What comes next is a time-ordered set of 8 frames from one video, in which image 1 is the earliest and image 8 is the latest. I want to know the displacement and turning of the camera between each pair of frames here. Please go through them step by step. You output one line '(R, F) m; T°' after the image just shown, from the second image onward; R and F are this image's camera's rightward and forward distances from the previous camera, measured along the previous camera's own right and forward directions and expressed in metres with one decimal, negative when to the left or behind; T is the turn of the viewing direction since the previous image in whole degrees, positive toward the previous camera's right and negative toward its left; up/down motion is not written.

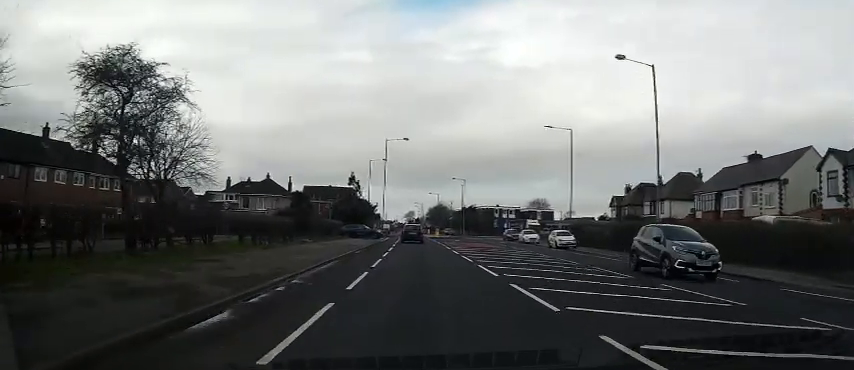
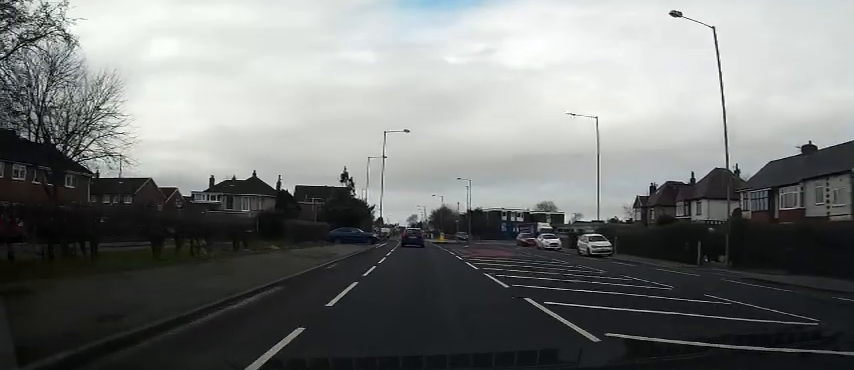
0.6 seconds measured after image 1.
(+0.1, +7.7) m; -1°
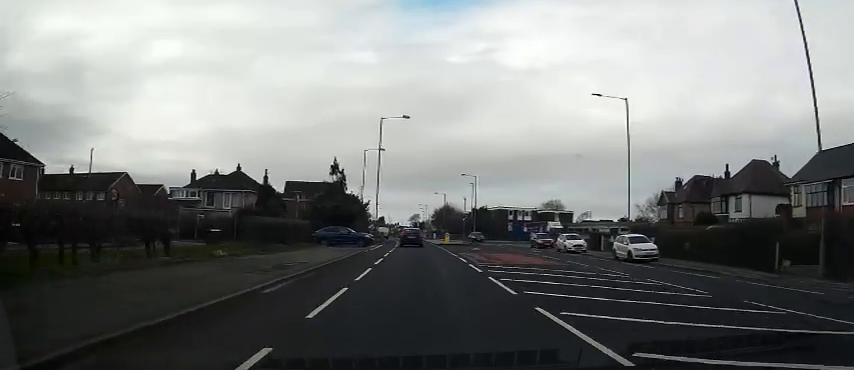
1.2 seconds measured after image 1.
(-0.3, +7.2) m; 0°
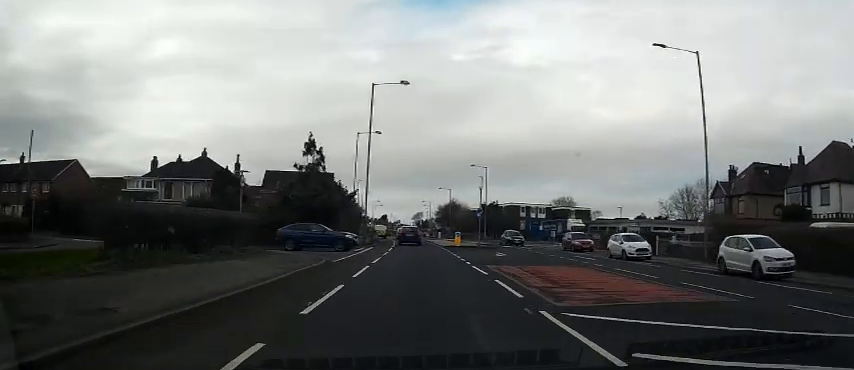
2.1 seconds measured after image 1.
(+0.1, +11.3) m; 0°
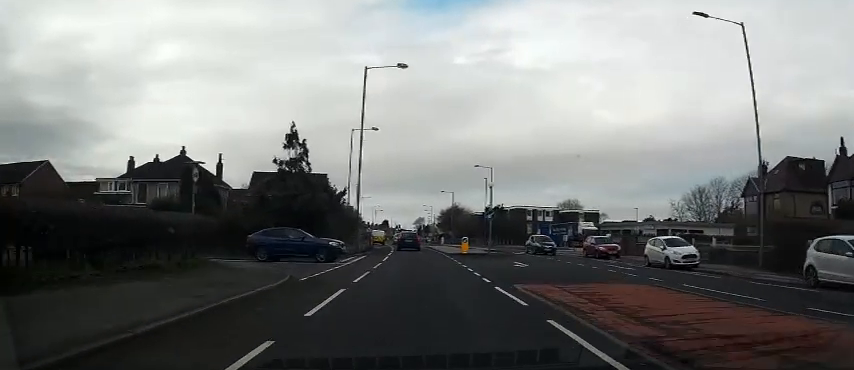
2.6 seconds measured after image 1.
(+0.2, +5.7) m; 0°
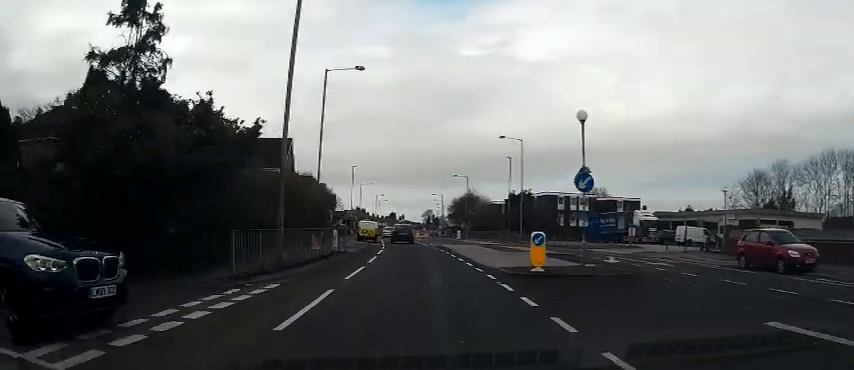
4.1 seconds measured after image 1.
(-0.7, +18.7) m; -2°
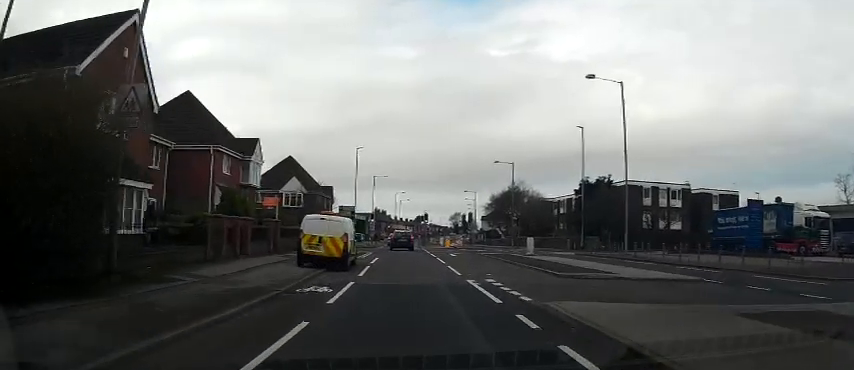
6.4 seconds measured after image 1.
(-0.3, +26.6) m; -4°
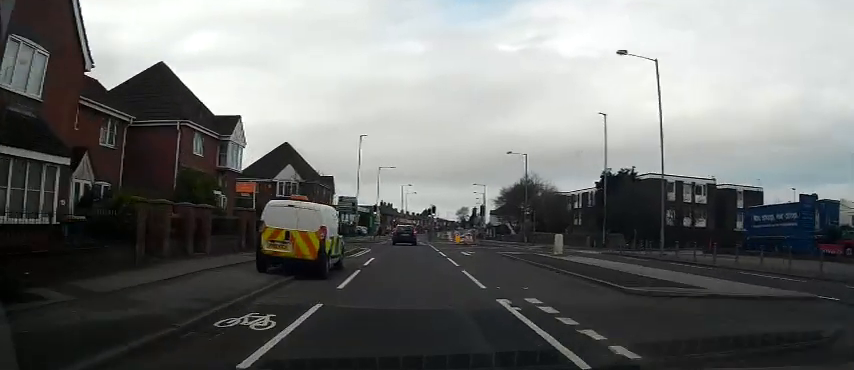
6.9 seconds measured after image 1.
(-0.1, +5.0) m; -1°
